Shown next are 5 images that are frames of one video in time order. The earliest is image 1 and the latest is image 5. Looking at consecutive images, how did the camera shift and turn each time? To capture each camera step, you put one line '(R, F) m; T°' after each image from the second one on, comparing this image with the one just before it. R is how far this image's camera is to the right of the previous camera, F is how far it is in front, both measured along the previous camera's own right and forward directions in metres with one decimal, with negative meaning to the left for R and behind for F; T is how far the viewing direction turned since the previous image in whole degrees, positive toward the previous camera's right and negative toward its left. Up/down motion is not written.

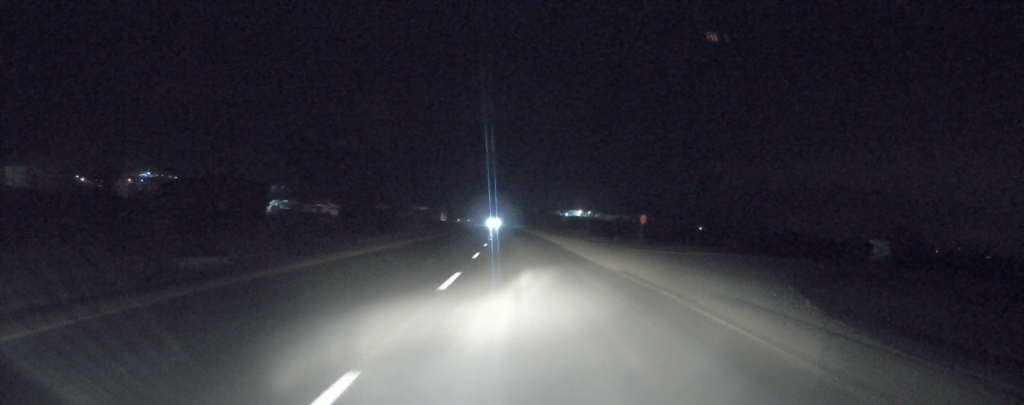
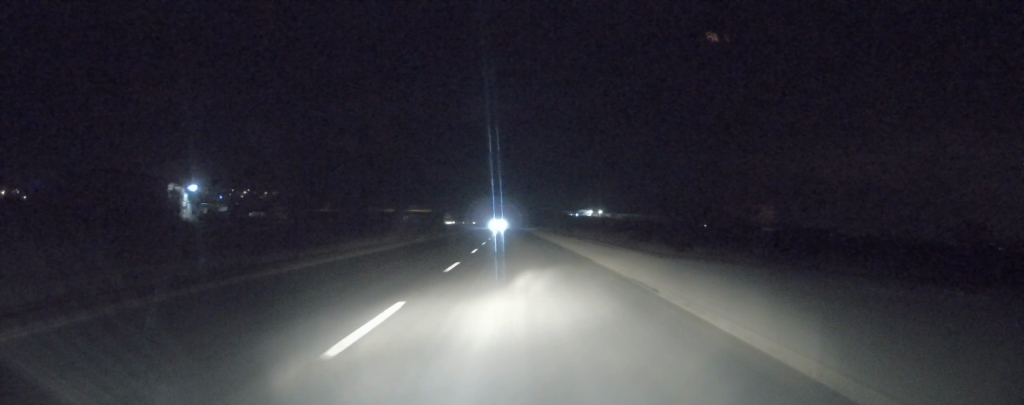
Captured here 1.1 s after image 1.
(+0.4, +22.6) m; -1°
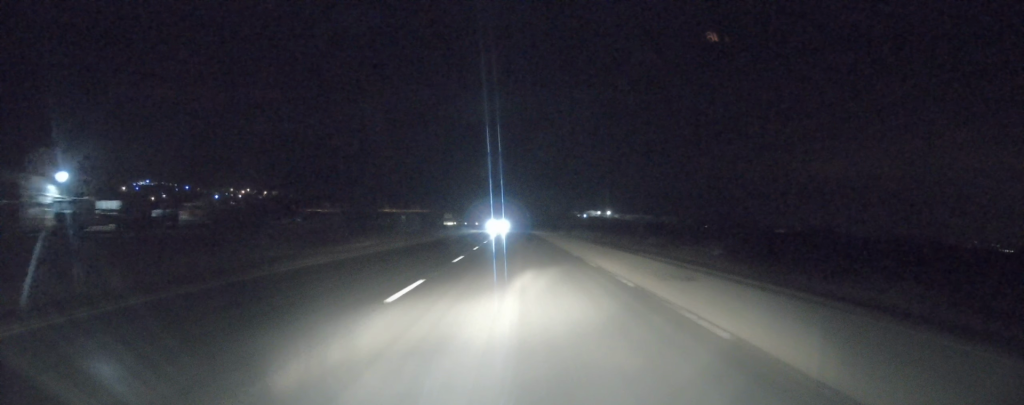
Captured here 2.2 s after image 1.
(-0.9, +23.0) m; -1°
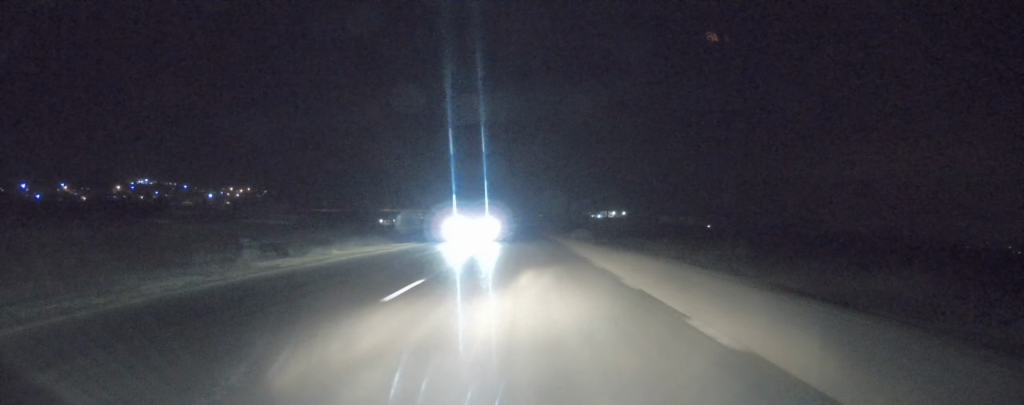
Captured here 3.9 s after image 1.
(+0.1, +35.3) m; -1°
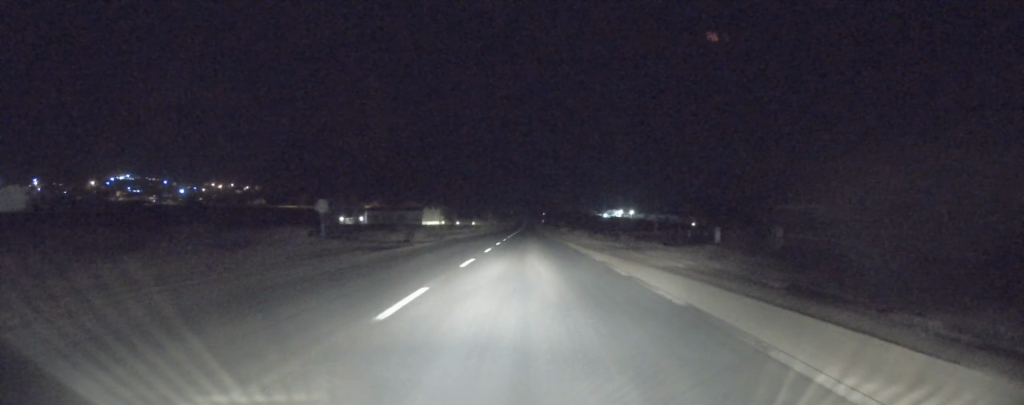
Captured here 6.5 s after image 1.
(-0.3, +54.6) m; 0°
